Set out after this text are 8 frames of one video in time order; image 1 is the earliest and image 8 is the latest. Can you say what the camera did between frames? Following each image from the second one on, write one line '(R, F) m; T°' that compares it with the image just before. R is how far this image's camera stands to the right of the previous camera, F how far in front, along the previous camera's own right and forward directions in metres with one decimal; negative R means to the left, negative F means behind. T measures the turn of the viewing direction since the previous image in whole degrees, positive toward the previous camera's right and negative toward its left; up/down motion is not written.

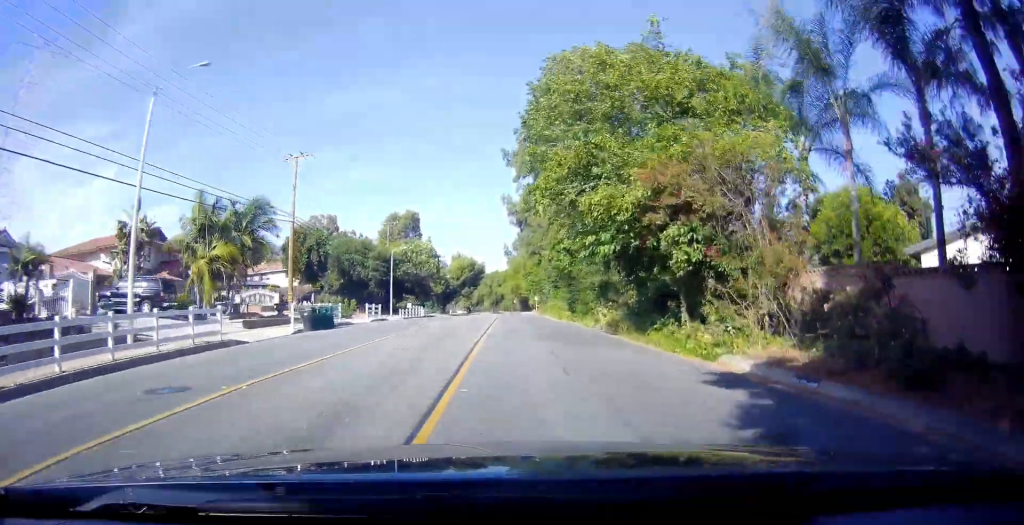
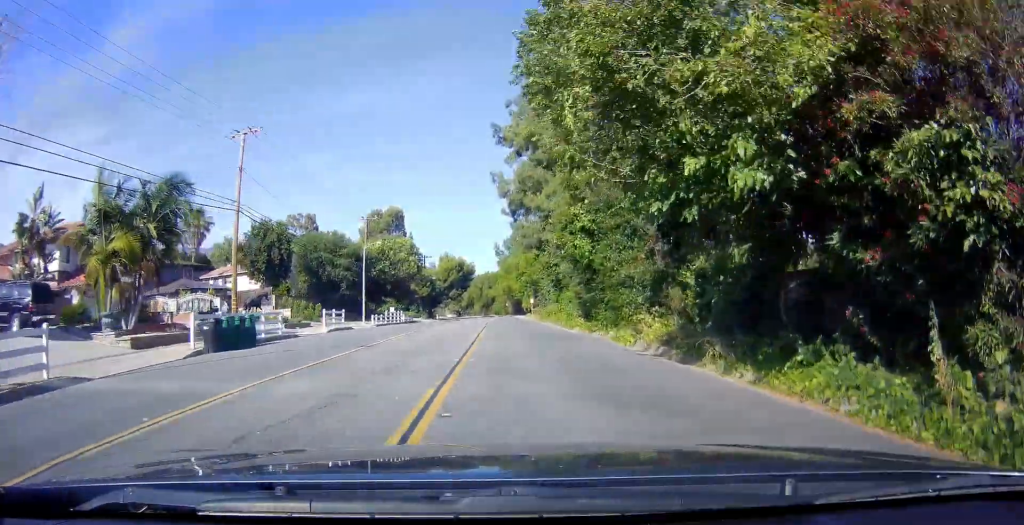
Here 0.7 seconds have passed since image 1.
(-0.5, +10.2) m; 0°
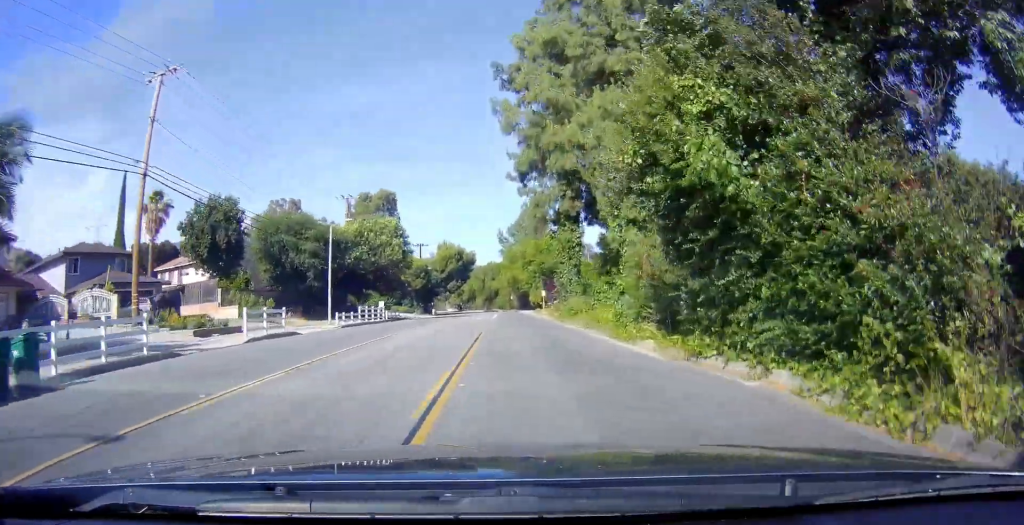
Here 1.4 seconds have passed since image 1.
(+0.1, +11.5) m; 0°
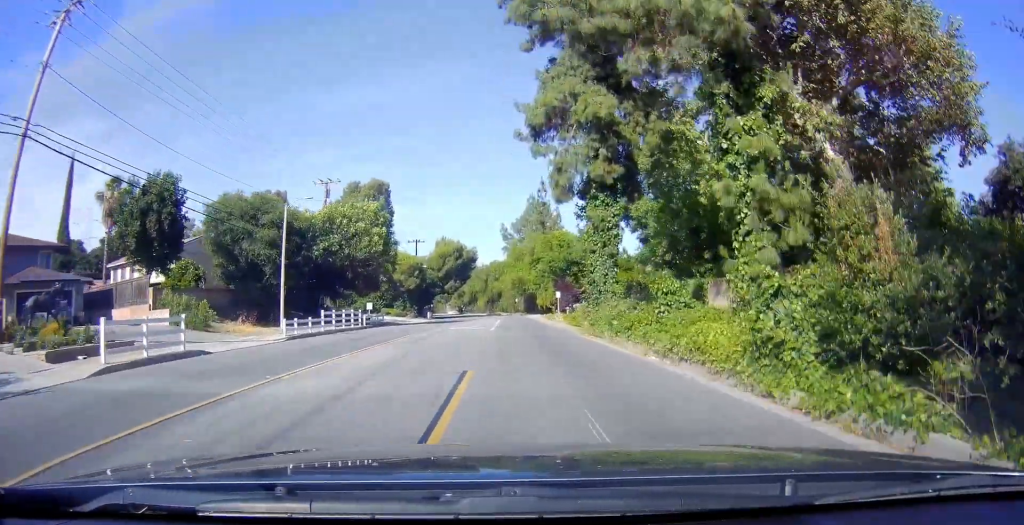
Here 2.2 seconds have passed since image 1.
(+0.2, +10.9) m; 0°
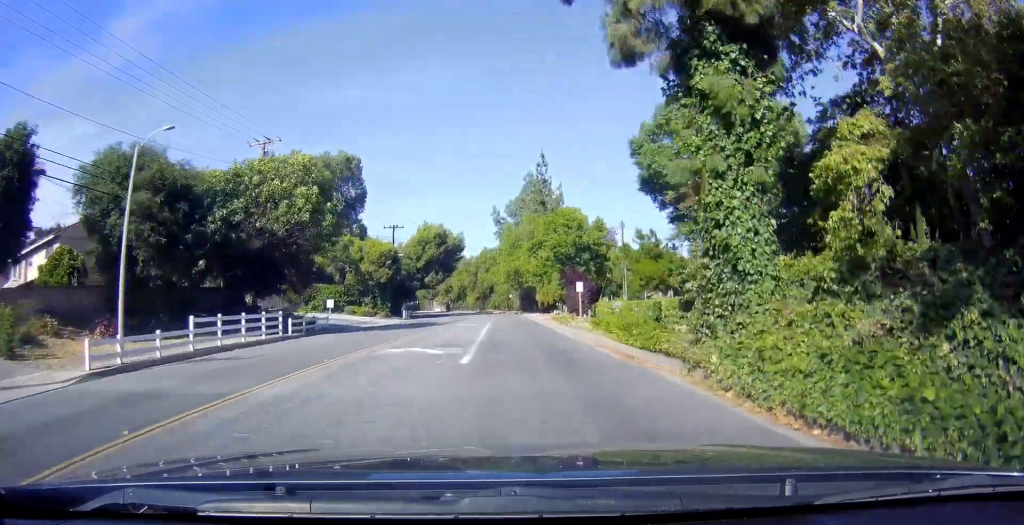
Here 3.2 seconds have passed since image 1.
(-0.4, +15.7) m; 0°
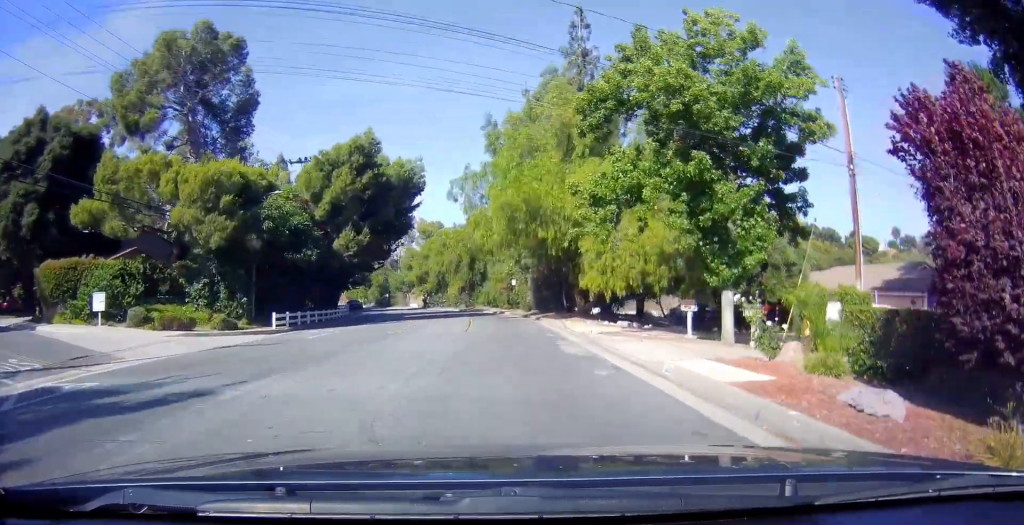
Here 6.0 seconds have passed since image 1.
(+1.2, +41.9) m; -1°
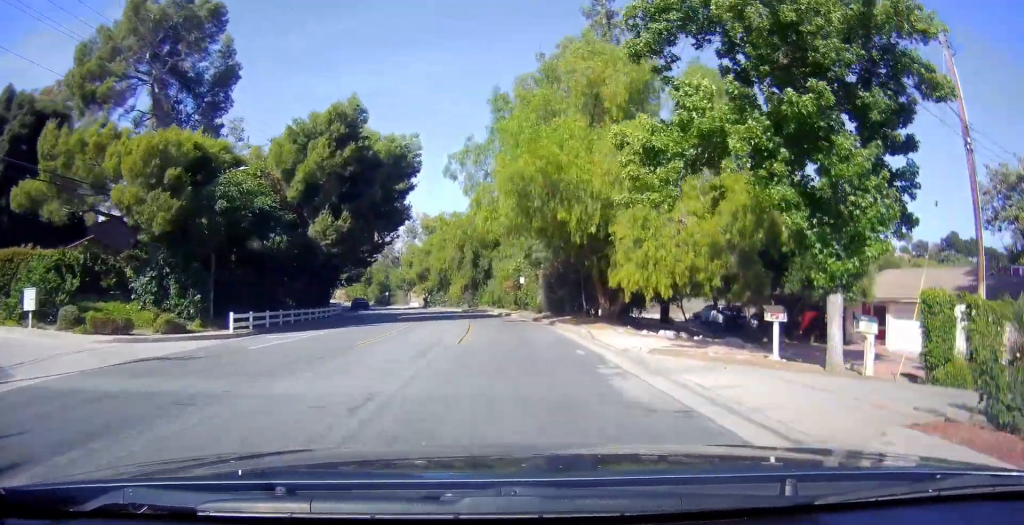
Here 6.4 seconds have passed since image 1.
(-0.3, +5.9) m; -1°
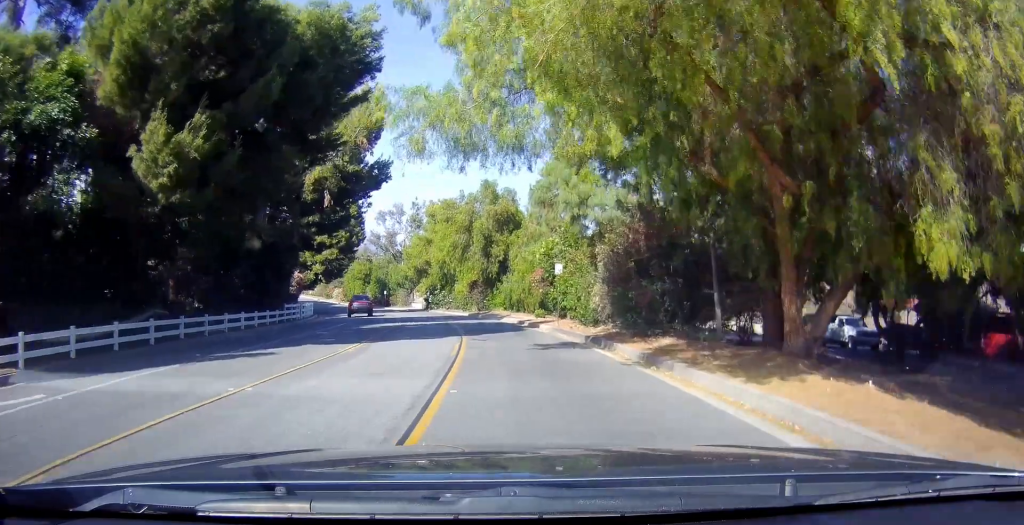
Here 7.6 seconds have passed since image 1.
(-0.5, +17.2) m; -1°
